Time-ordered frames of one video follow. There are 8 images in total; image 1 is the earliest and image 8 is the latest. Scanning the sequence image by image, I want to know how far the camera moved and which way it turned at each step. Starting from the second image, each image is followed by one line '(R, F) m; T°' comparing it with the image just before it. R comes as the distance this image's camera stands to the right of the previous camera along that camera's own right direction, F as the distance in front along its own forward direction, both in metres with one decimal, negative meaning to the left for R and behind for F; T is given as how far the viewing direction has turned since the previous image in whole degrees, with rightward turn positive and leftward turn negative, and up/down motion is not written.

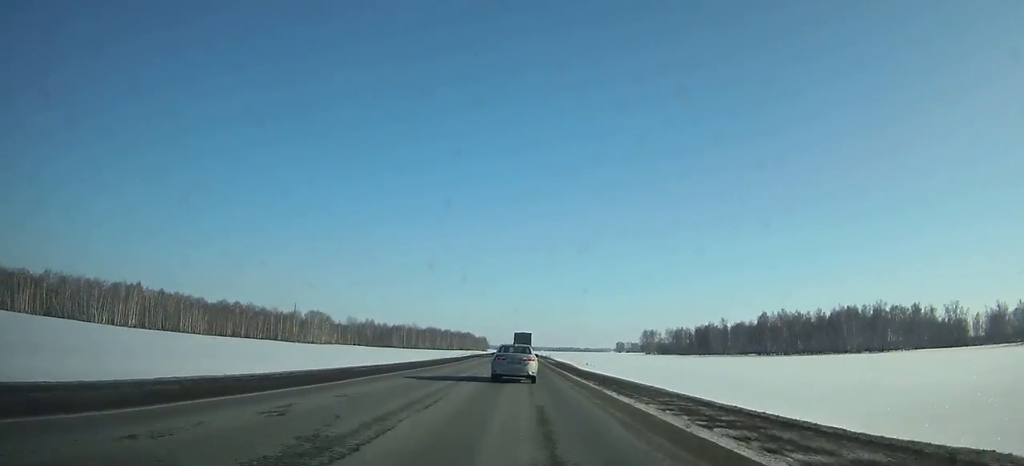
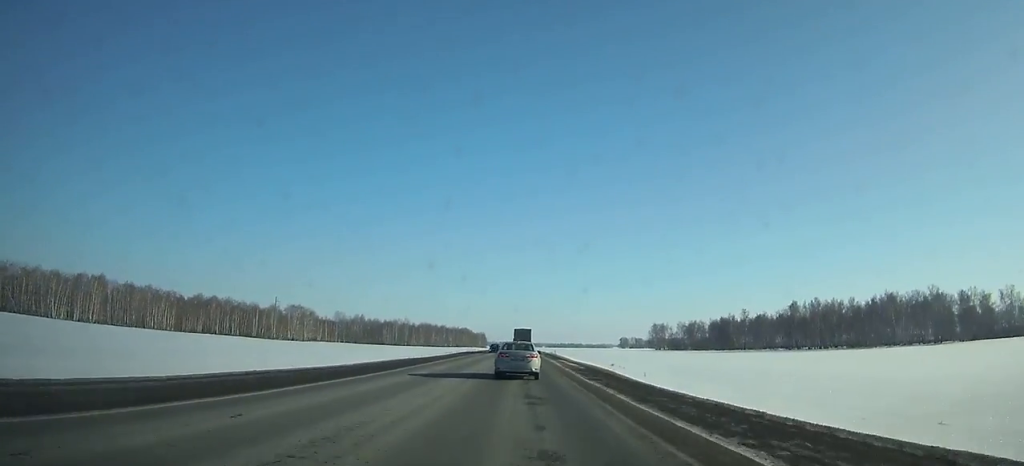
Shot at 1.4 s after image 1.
(0.0, +30.3) m; 0°
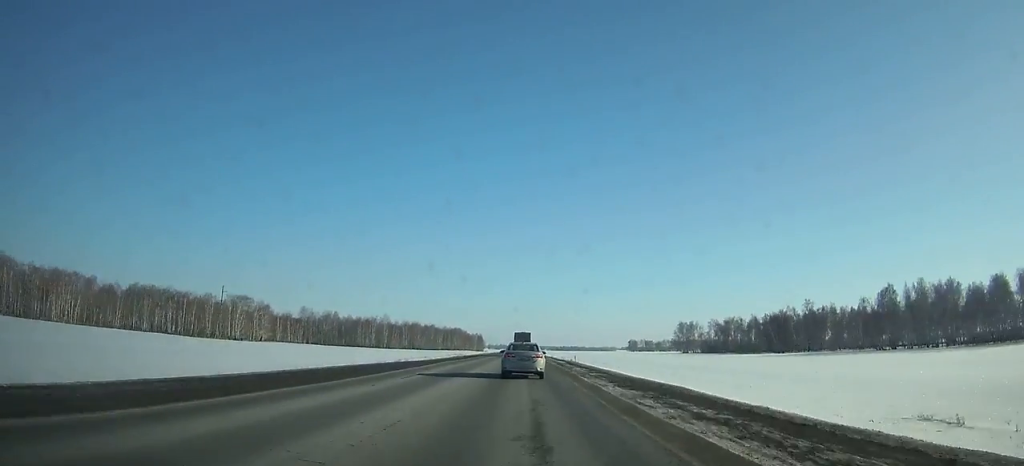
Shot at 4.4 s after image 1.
(+0.1, +65.0) m; 0°
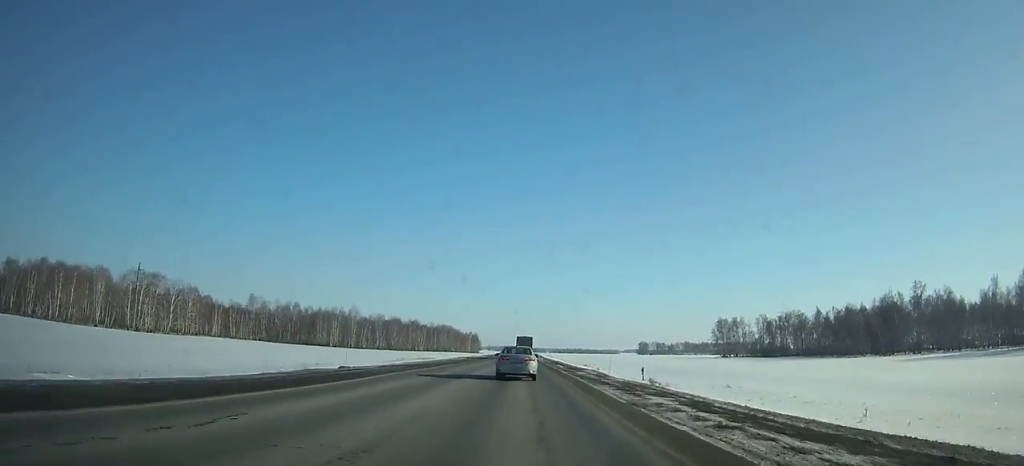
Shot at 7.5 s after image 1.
(0.0, +67.5) m; 0°
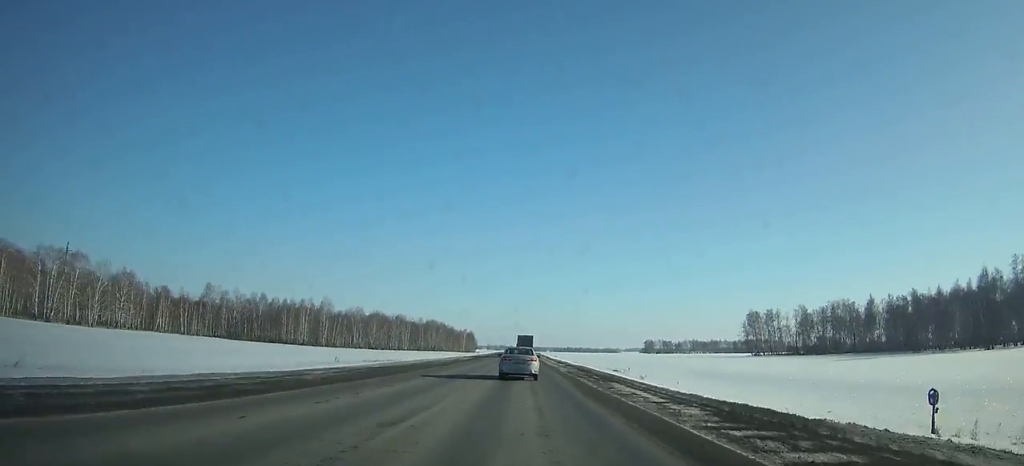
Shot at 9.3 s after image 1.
(-0.1, +39.3) m; 0°
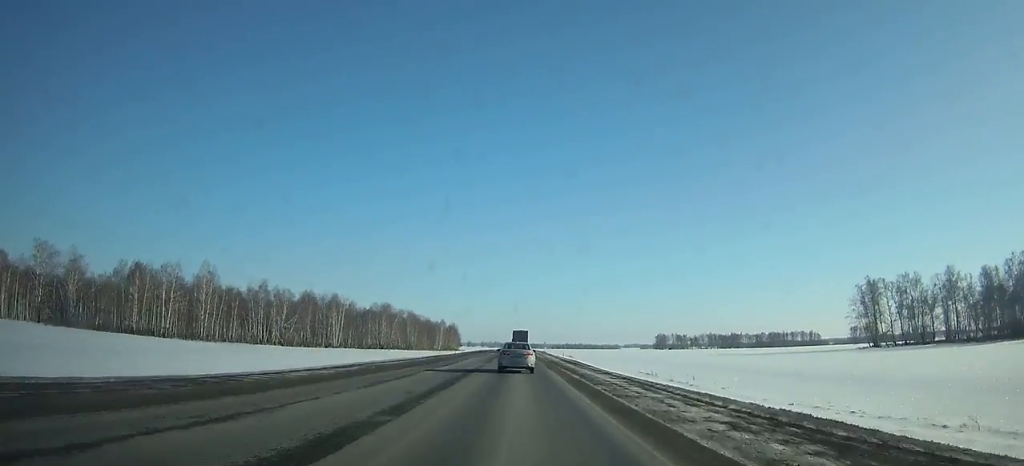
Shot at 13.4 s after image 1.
(0.0, +89.8) m; 0°
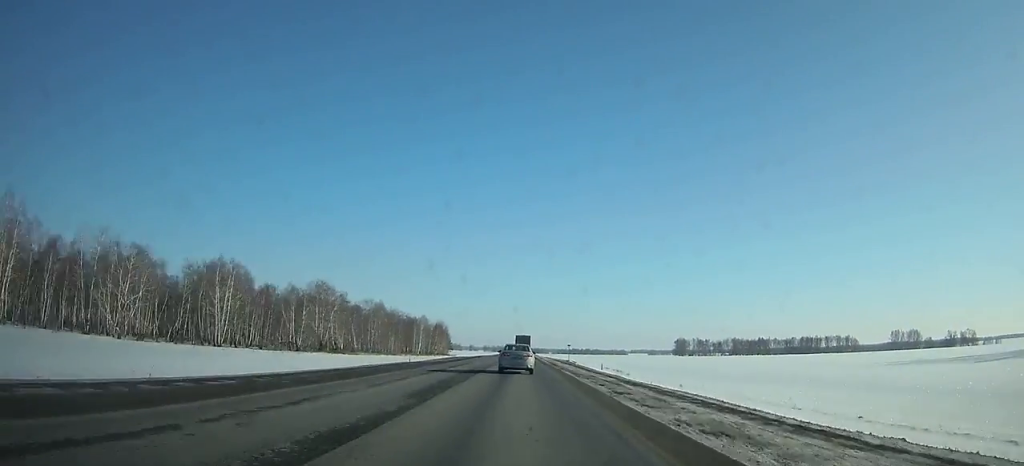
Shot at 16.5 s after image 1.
(-0.2, +68.3) m; 0°
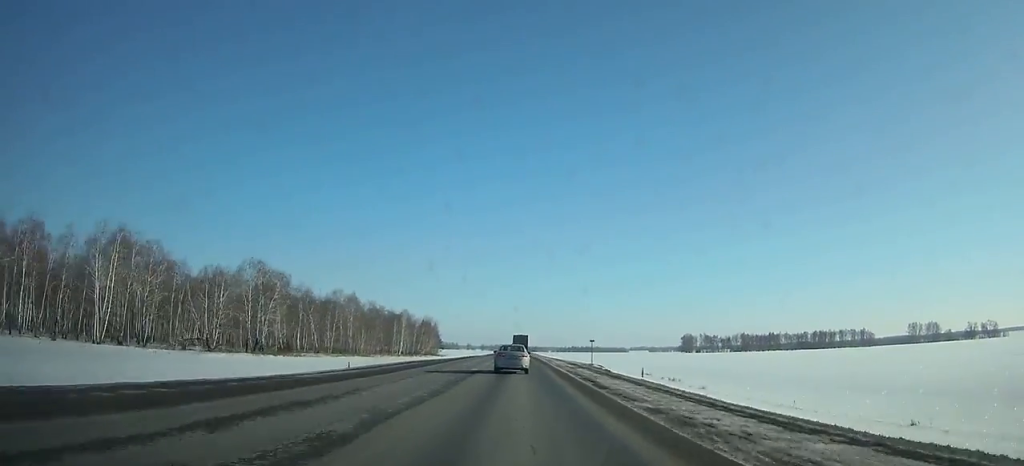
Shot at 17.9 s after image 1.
(0.0, +30.9) m; 0°
